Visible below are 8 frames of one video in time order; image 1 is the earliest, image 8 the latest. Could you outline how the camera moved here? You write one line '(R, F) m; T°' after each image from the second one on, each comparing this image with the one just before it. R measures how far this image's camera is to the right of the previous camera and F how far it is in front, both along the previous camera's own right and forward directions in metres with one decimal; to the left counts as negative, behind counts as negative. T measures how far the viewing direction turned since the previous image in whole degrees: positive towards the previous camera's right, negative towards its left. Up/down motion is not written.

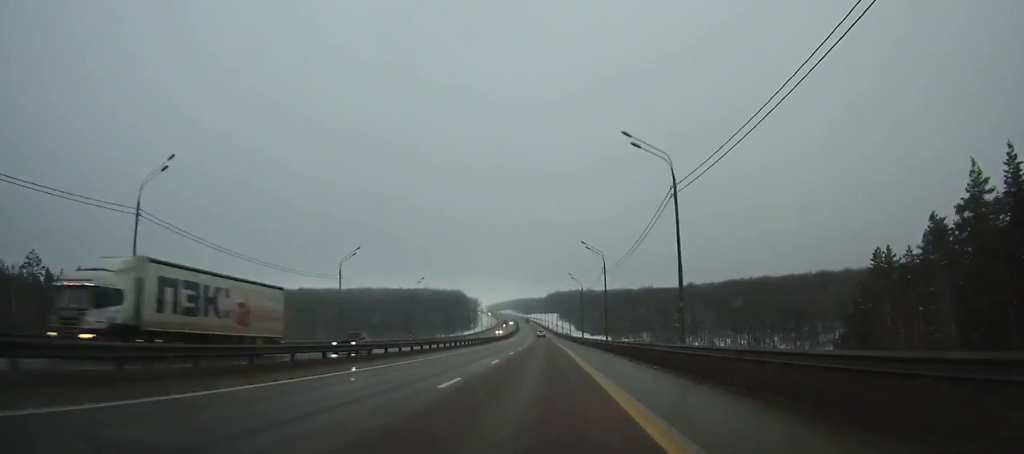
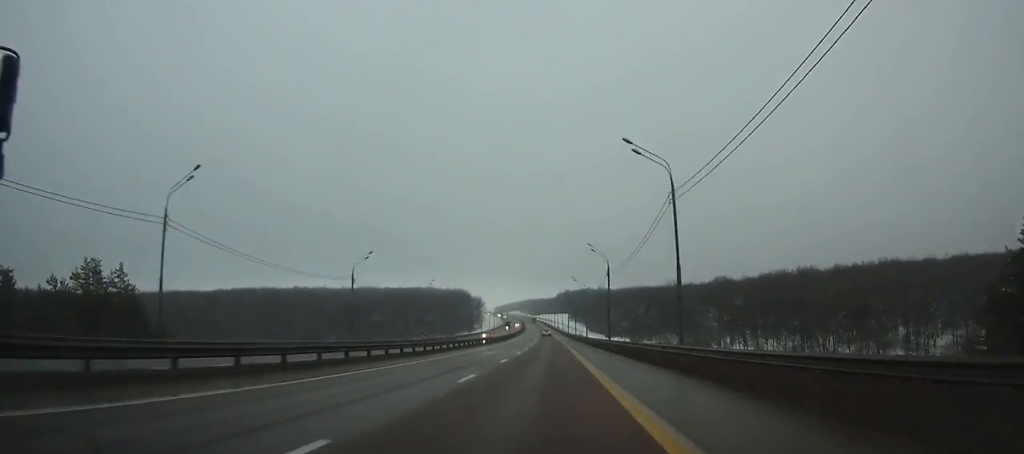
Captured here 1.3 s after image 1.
(-0.4, +33.6) m; 0°
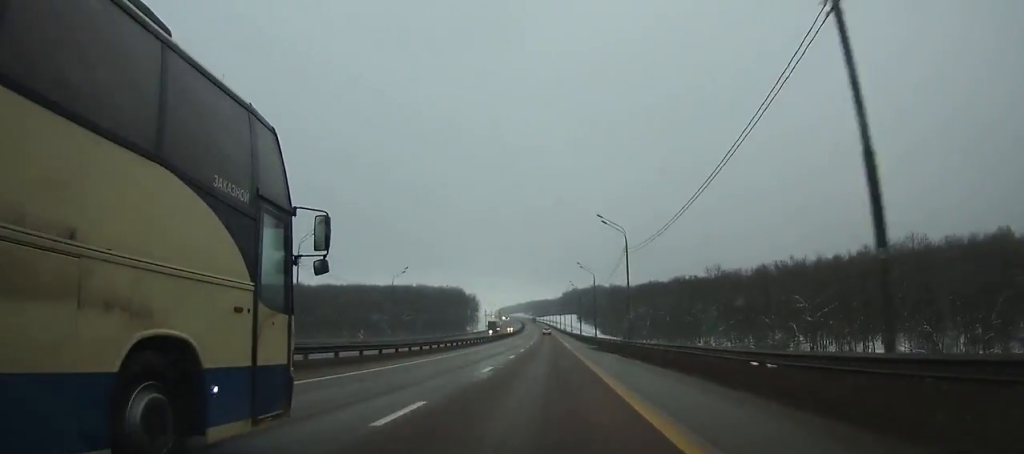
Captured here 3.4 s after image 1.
(-0.3, +54.3) m; -1°
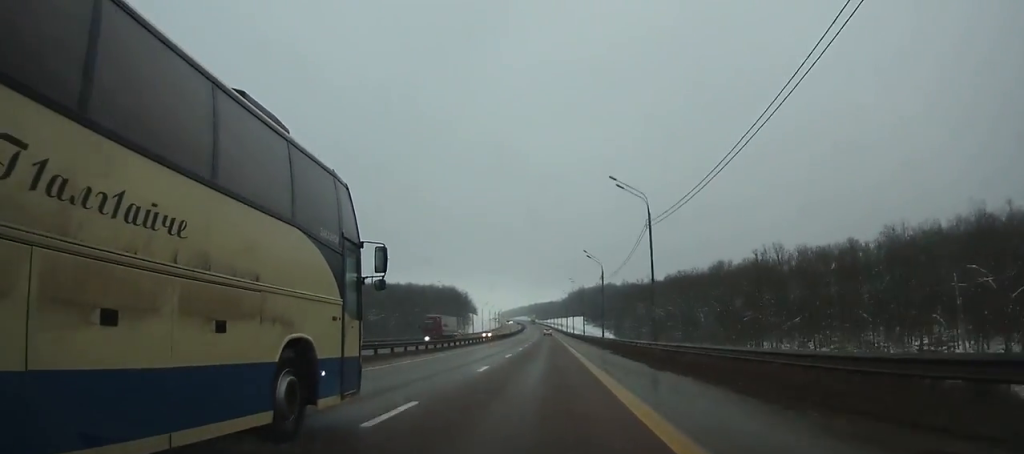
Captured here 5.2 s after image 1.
(-0.4, +46.6) m; 0°
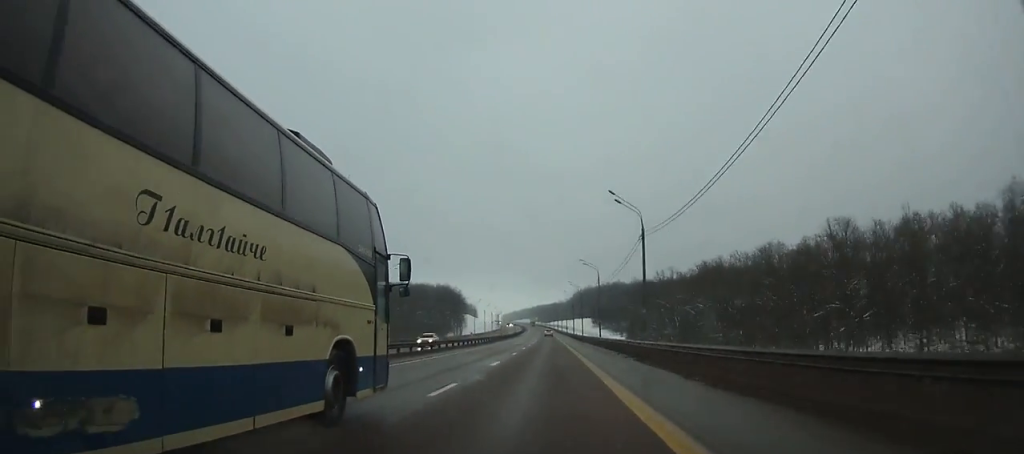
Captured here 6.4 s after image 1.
(-0.1, +31.1) m; 0°
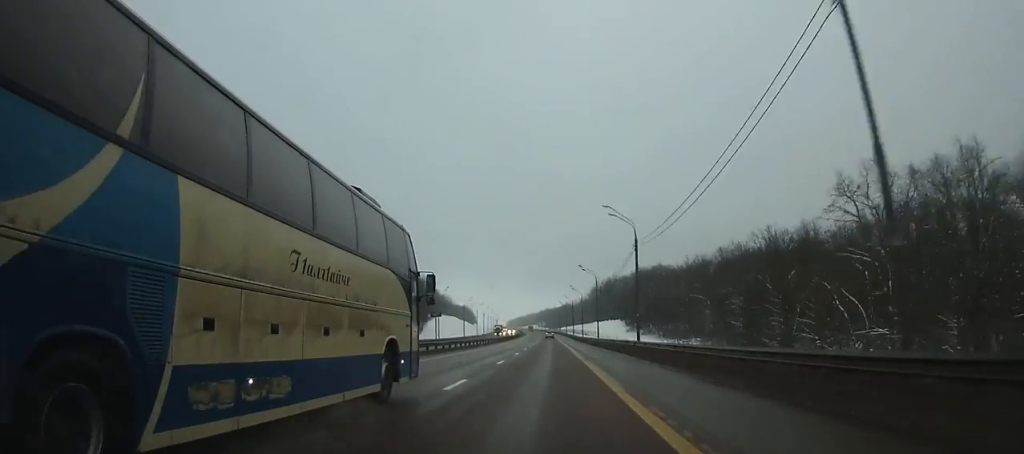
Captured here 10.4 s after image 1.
(-0.7, +102.4) m; -1°
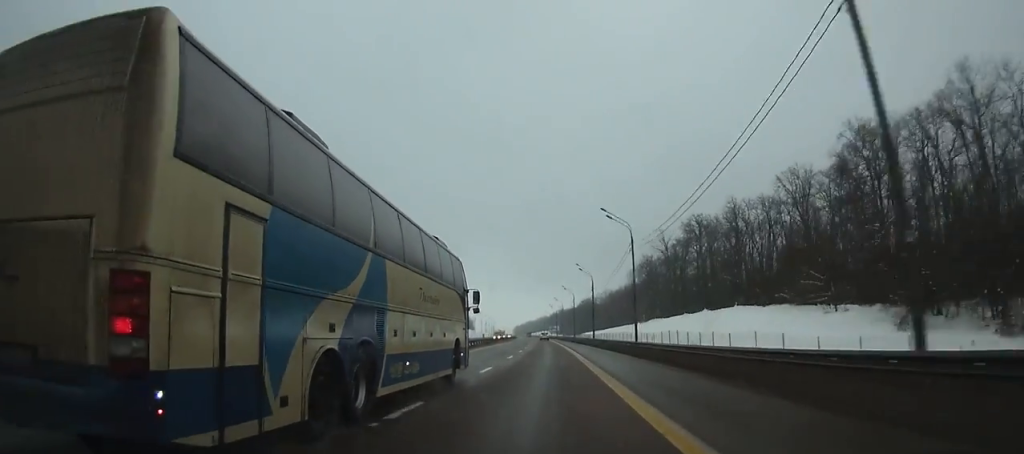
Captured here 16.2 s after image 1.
(-2.0, +144.2) m; -2°
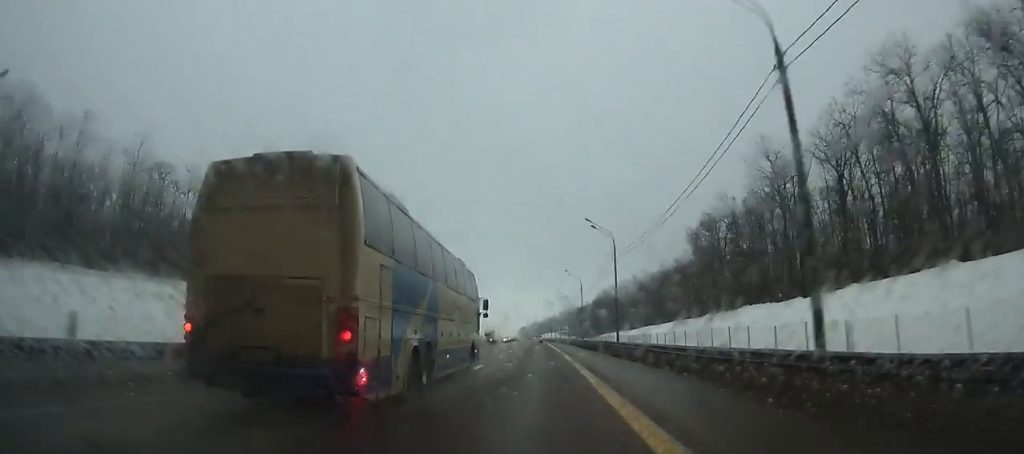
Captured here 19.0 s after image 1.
(-0.6, +67.1) m; -1°
